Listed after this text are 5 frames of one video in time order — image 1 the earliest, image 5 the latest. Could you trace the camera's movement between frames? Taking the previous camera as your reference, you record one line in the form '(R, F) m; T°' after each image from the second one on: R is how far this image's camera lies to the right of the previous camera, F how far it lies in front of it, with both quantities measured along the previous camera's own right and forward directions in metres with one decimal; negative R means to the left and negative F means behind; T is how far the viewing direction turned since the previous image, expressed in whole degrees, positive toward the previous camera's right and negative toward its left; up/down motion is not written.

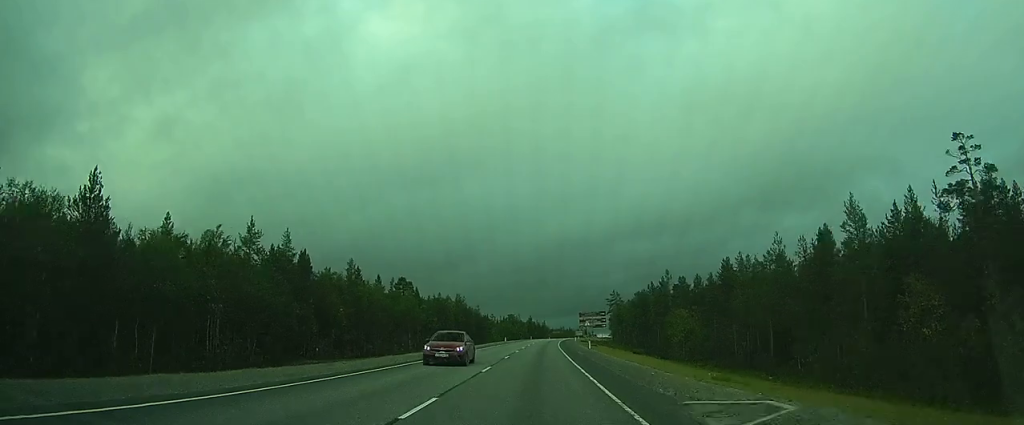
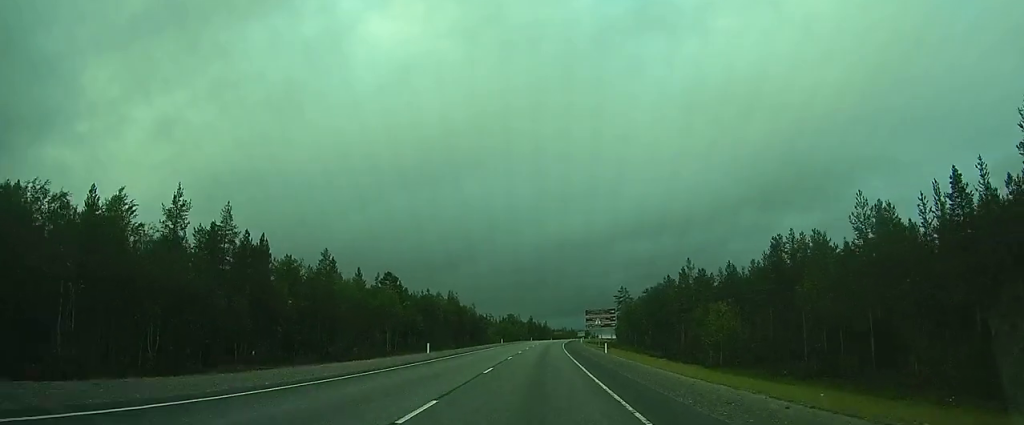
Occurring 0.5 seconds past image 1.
(0.0, +10.5) m; 0°
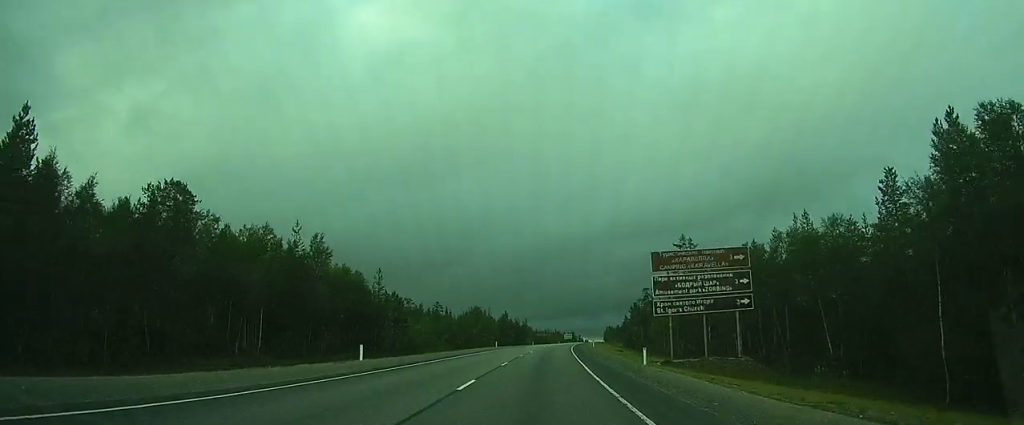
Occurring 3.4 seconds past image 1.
(0.0, +59.9) m; 0°
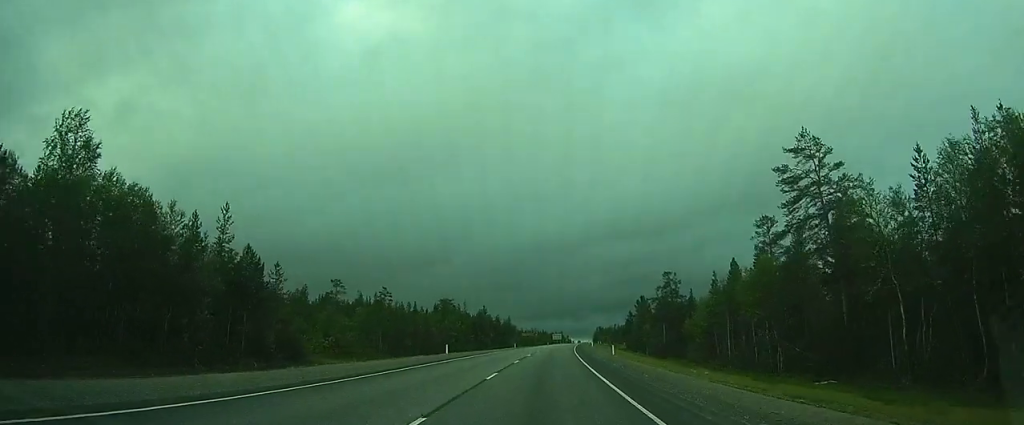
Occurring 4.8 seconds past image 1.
(+0.1, +33.3) m; +1°
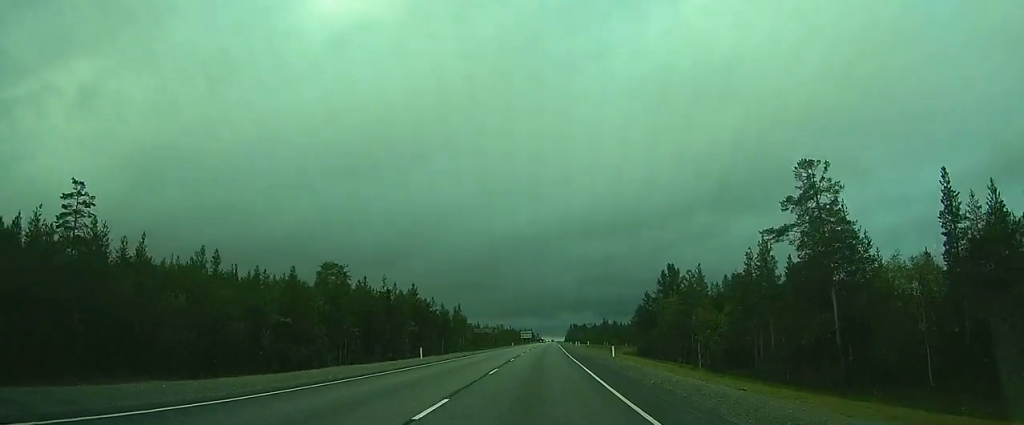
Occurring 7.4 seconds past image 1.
(+1.7, +67.0) m; +3°
